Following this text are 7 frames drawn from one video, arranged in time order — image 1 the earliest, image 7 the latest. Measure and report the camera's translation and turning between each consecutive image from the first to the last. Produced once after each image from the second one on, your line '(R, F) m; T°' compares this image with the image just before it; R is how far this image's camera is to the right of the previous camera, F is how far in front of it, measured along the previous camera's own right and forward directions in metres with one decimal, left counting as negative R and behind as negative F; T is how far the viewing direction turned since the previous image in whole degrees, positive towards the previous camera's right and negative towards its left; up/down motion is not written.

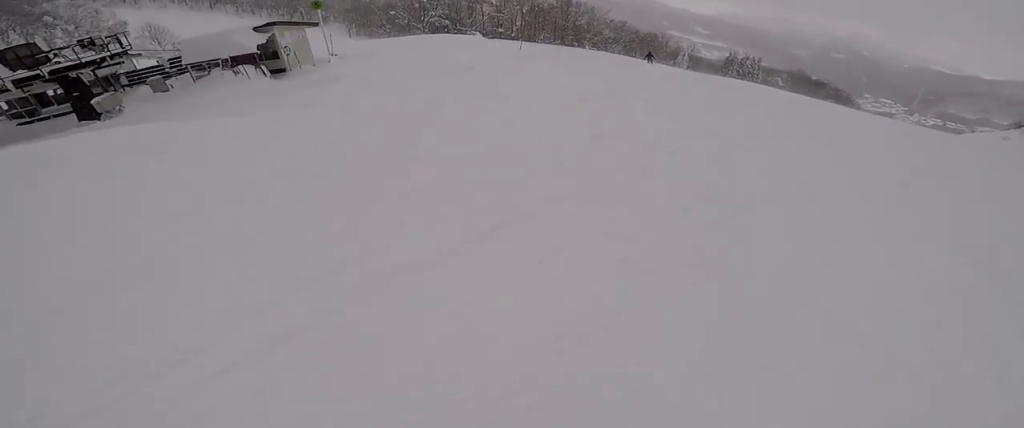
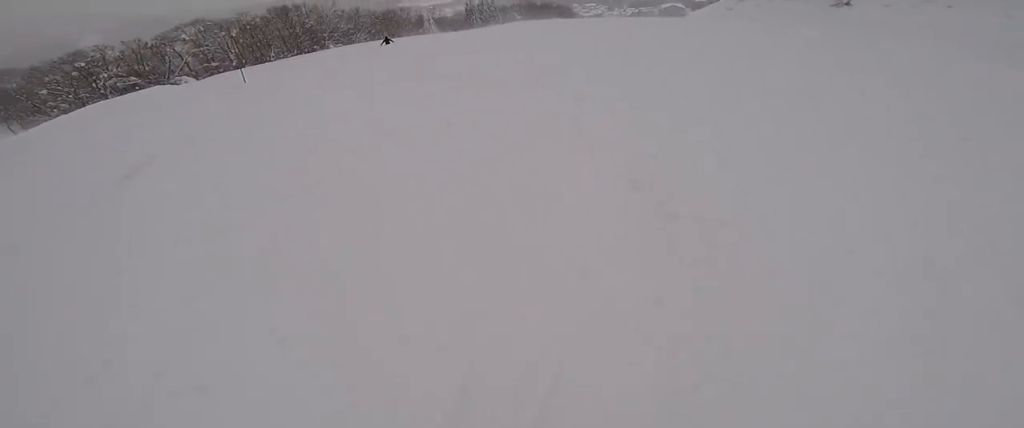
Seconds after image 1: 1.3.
(+0.1, +7.3) m; +1°
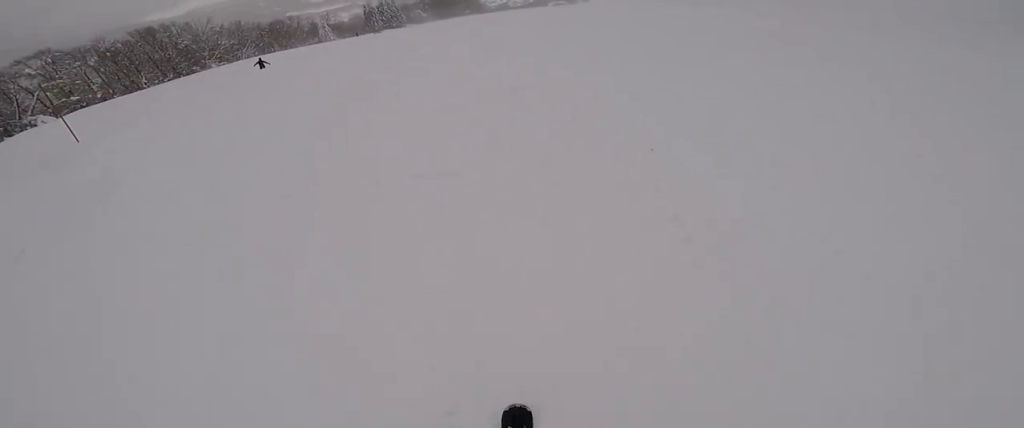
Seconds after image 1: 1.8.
(0.0, +2.8) m; 0°
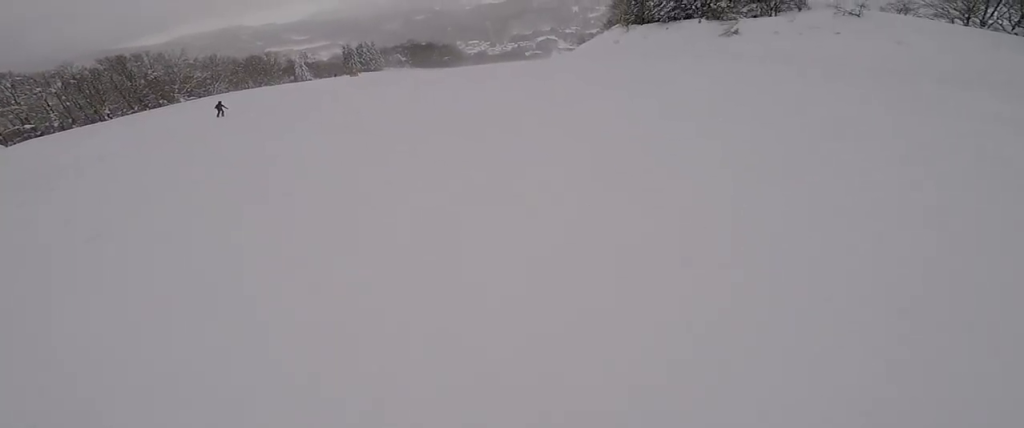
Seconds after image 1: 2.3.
(0.0, +3.2) m; -5°
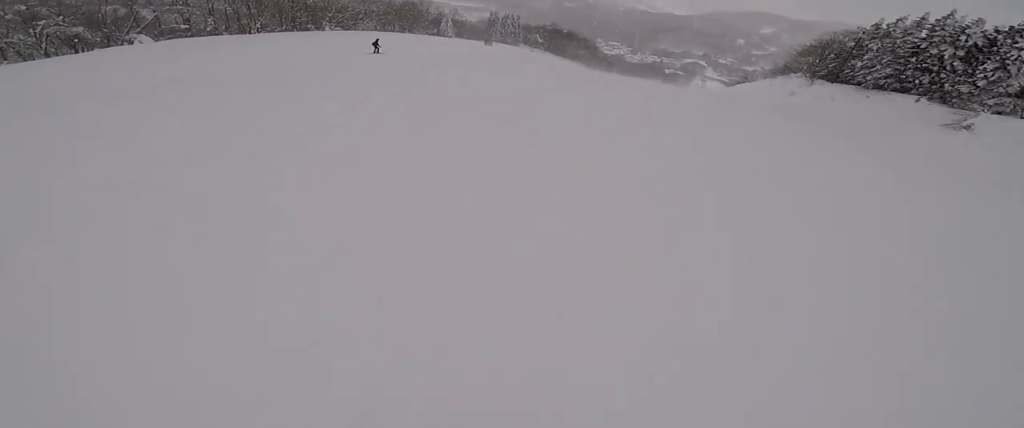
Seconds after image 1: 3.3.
(-0.5, +5.9) m; -10°
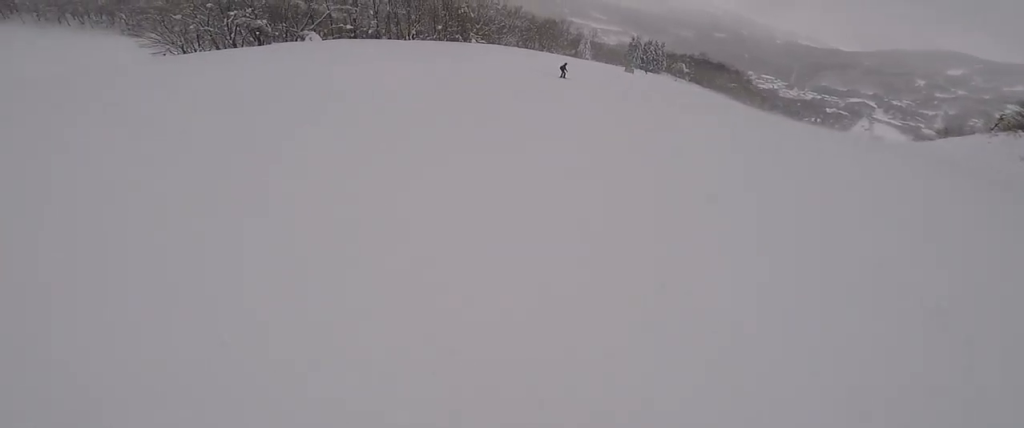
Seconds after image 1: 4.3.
(-0.5, +5.8) m; -9°
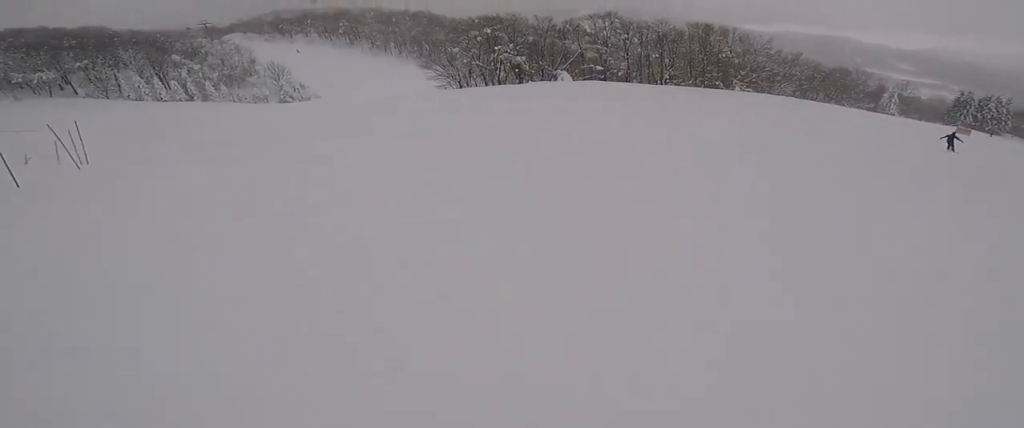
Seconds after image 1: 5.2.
(-0.4, +6.1) m; -4°
